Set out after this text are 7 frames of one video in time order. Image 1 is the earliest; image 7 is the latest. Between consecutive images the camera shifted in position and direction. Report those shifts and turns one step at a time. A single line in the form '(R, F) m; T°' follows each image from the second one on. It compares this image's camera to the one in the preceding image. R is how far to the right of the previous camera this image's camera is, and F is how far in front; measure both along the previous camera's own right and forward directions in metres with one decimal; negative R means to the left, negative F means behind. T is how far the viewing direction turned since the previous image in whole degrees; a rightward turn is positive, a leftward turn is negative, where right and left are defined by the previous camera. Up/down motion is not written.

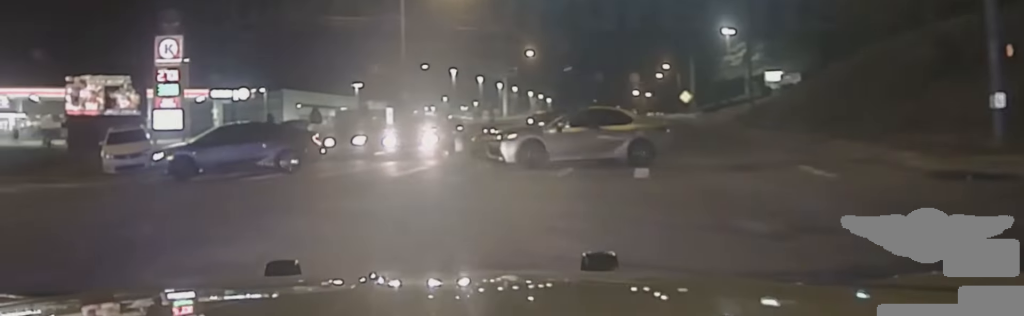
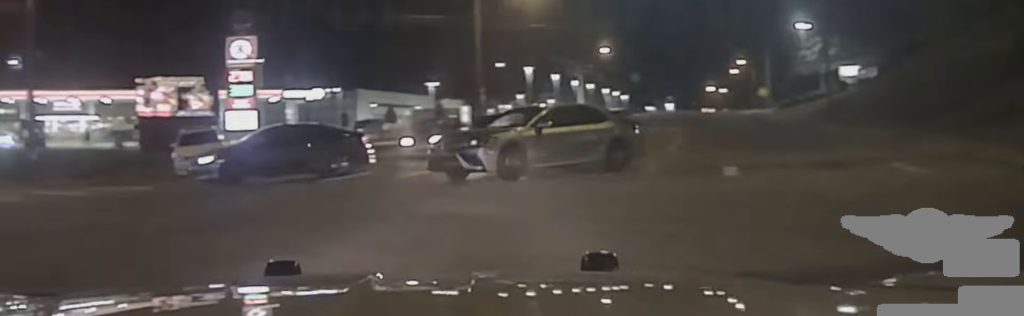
(-0.1, +1.6) m; -16°
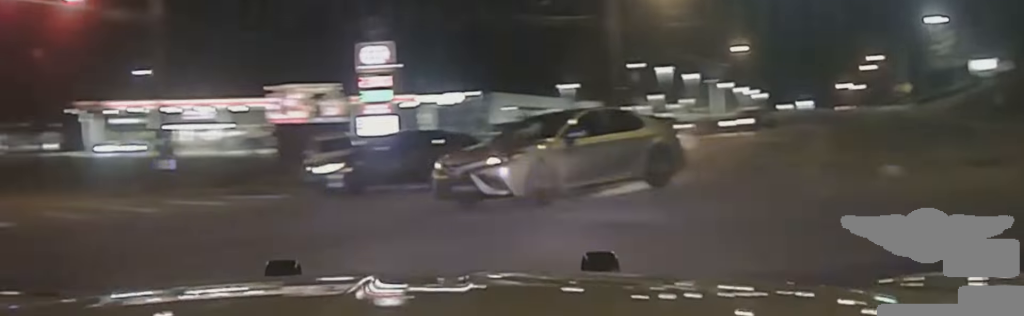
(-0.2, +1.4) m; -14°
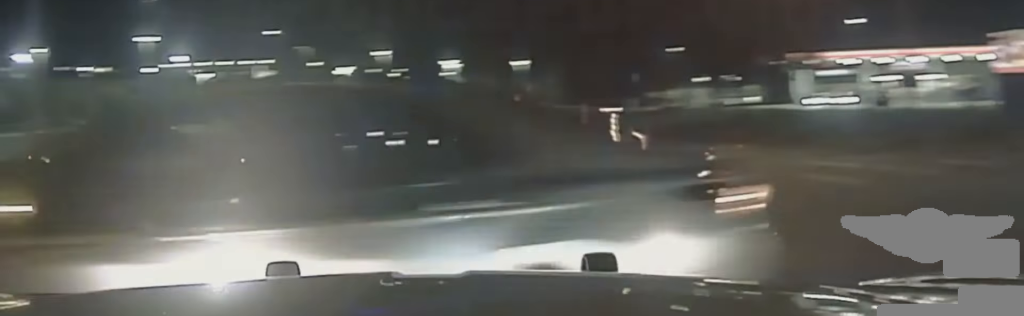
(-1.5, +4.0) m; -48°
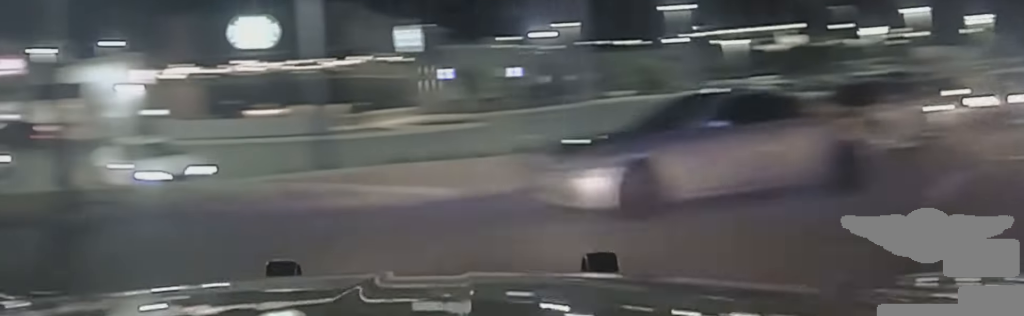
(-1.2, +3.6) m; -33°
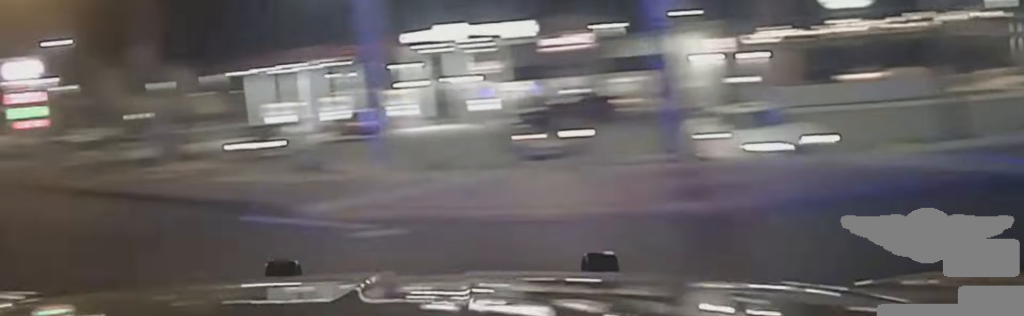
(-0.6, +3.5) m; -19°
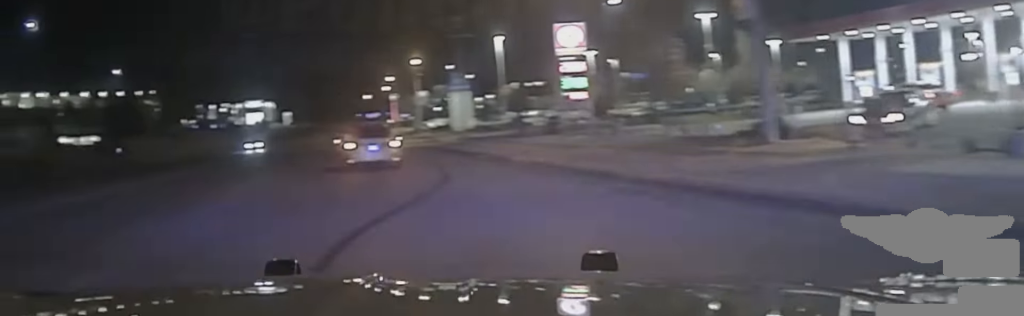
(-2.1, +9.4) m; -16°
